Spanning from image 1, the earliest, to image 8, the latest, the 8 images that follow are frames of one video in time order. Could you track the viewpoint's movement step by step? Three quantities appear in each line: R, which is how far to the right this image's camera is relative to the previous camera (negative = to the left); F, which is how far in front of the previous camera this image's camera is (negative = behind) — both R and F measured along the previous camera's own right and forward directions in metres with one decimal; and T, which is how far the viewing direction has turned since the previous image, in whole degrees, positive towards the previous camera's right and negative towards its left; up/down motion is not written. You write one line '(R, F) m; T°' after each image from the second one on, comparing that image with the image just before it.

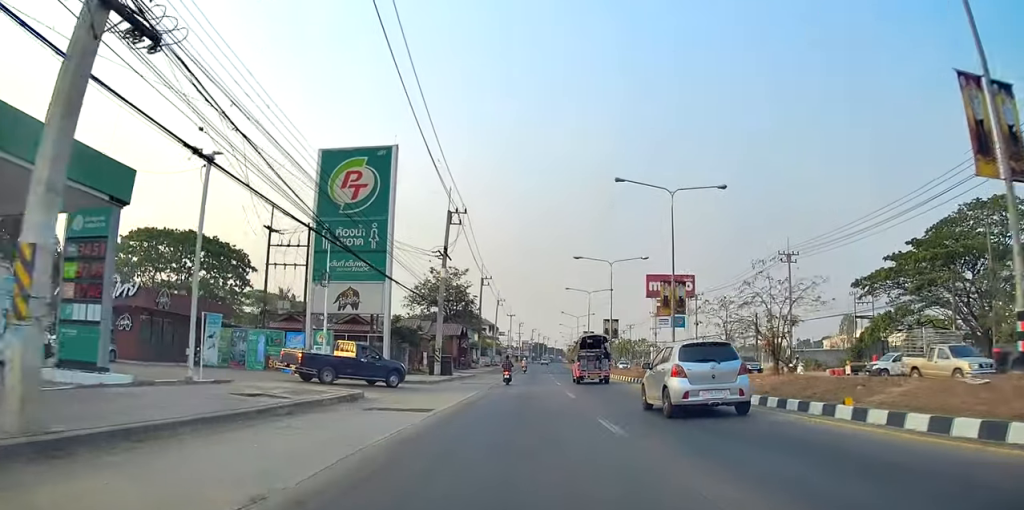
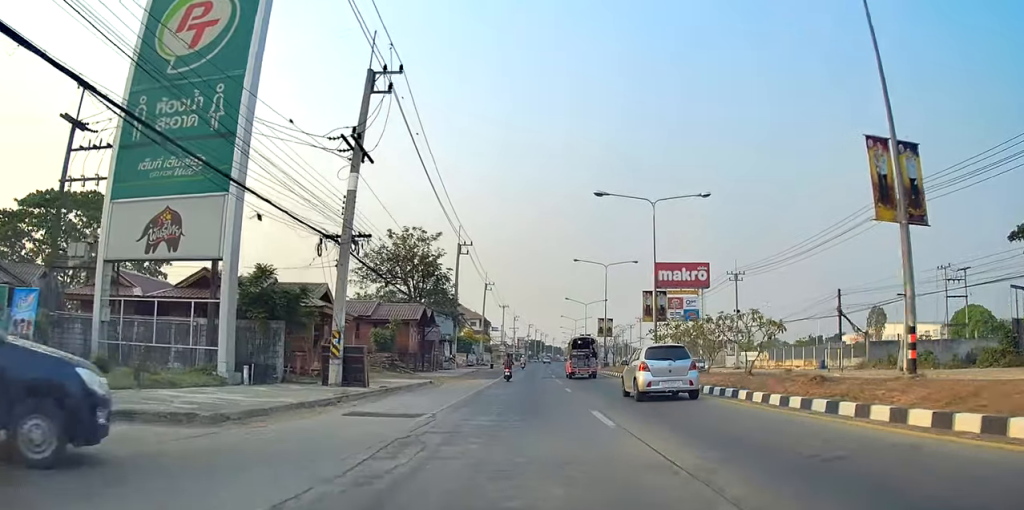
(+1.3, +22.9) m; +3°
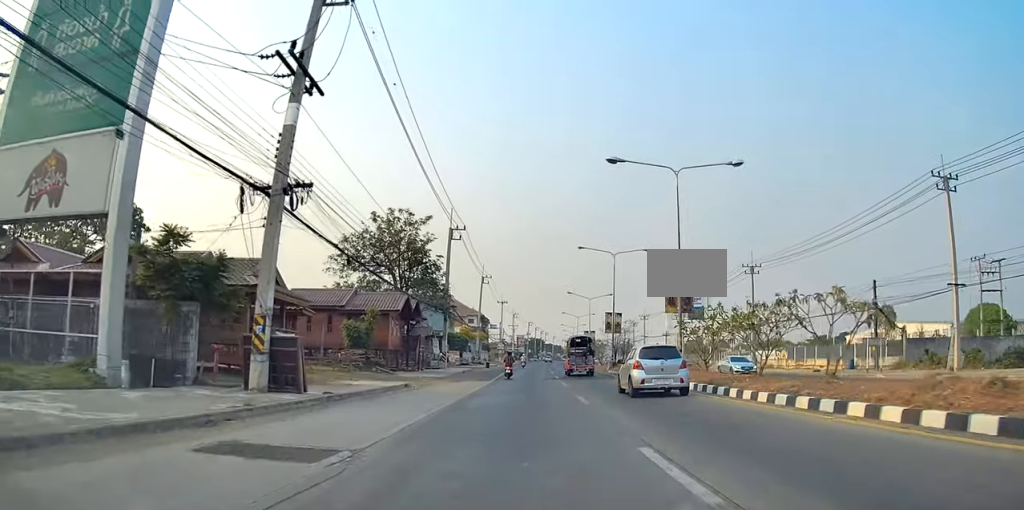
(0.0, +6.4) m; 0°
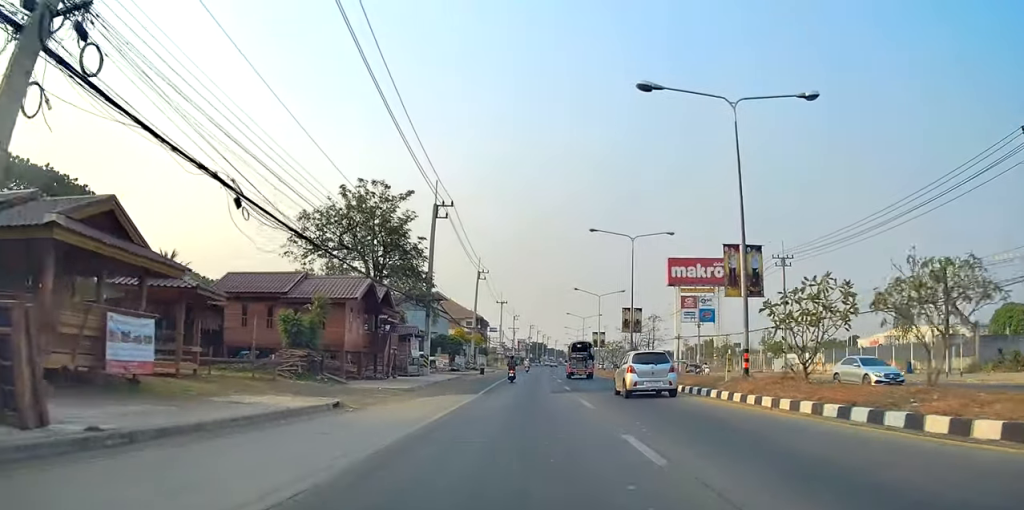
(0.0, +10.1) m; -3°
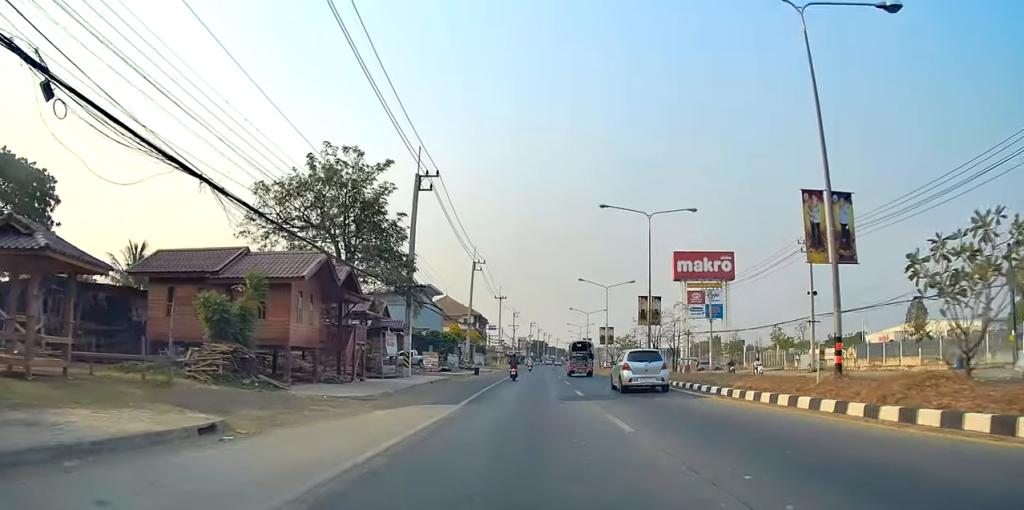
(-0.2, +7.1) m; -1°
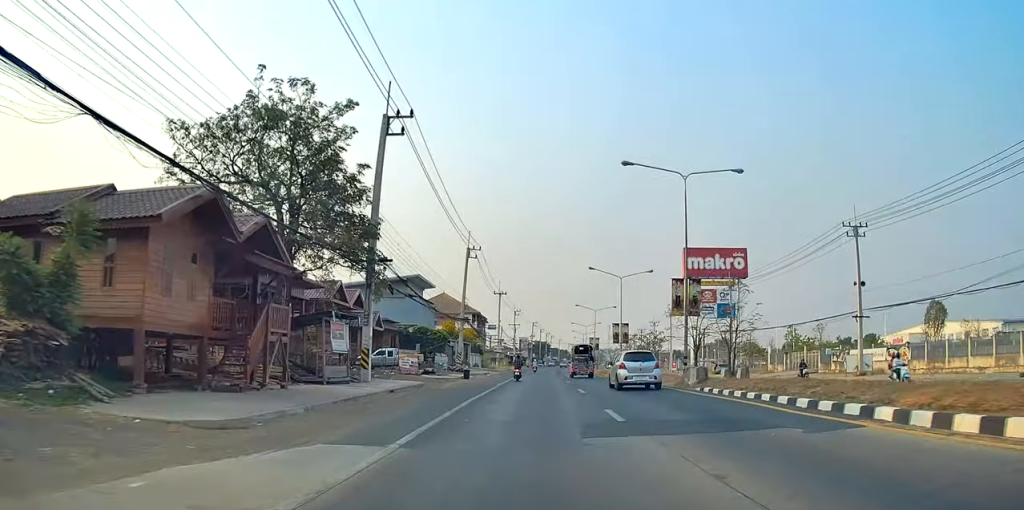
(-0.5, +9.3) m; 0°
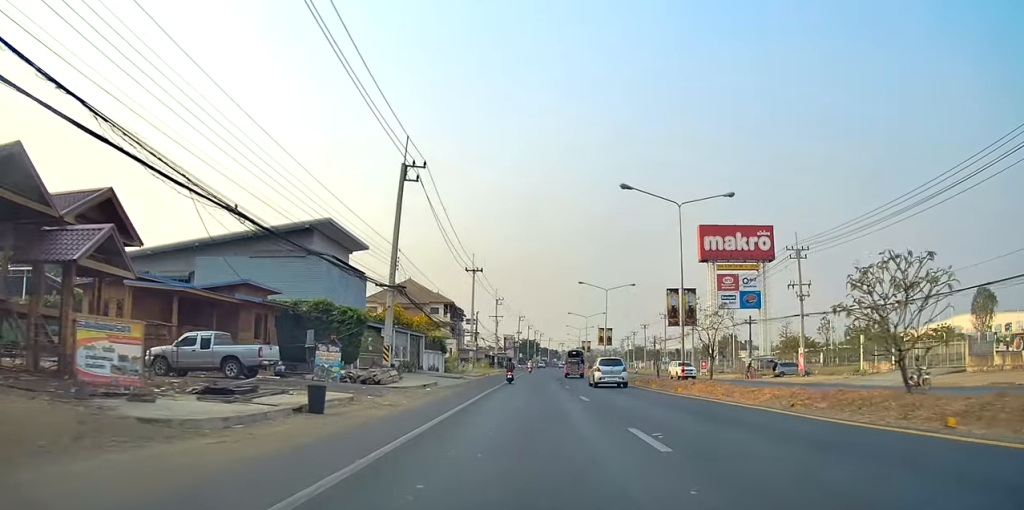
(+1.7, +28.2) m; 0°
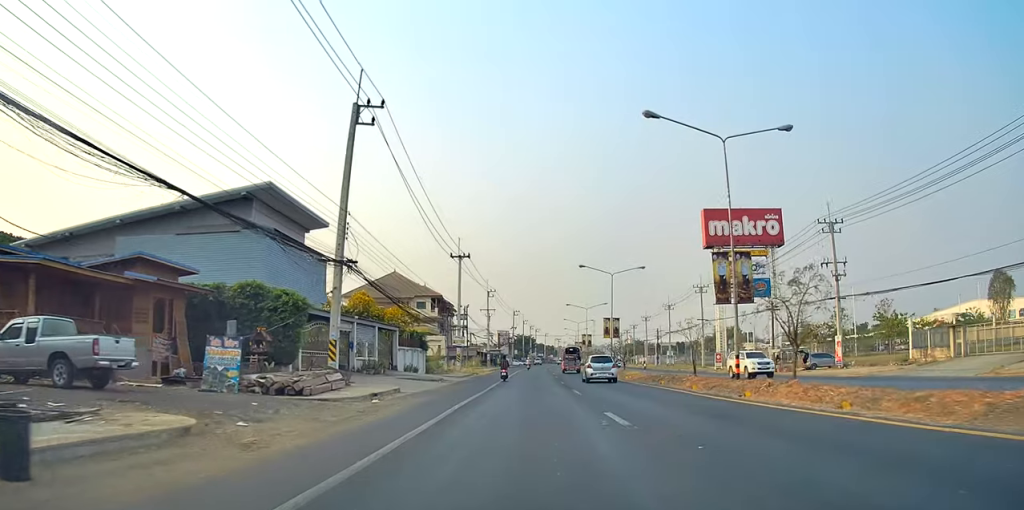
(-0.5, +9.2) m; 0°
